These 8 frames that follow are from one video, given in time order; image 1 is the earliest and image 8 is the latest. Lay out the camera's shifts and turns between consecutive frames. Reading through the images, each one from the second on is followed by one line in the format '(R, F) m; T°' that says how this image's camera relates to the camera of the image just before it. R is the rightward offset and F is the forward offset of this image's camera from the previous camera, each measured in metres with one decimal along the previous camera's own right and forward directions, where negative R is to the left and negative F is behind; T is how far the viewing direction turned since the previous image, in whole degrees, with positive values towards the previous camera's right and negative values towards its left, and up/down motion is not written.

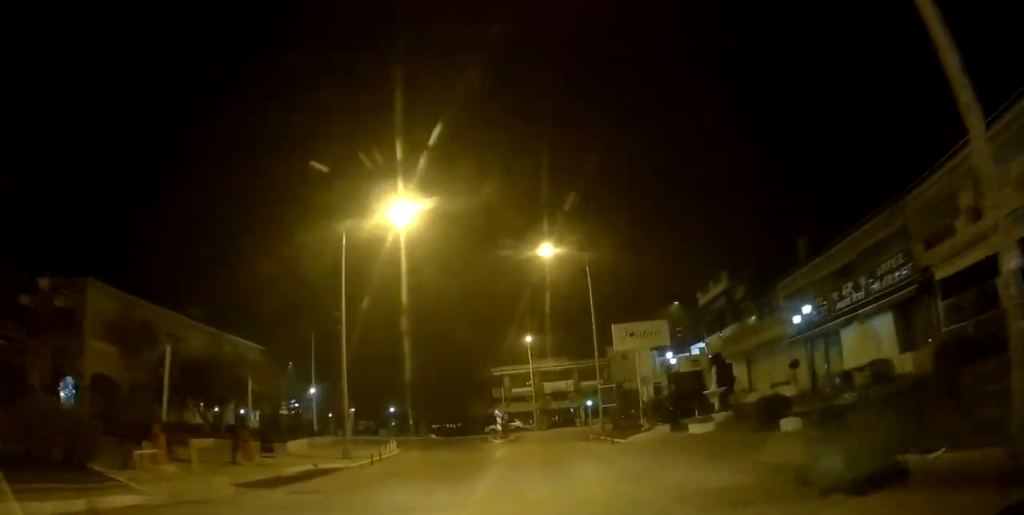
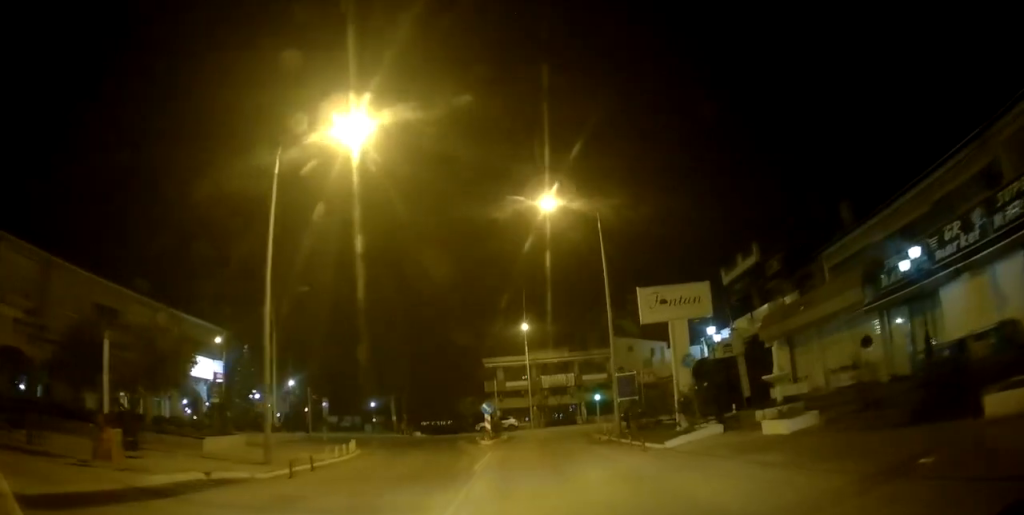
(0.0, +6.7) m; -1°
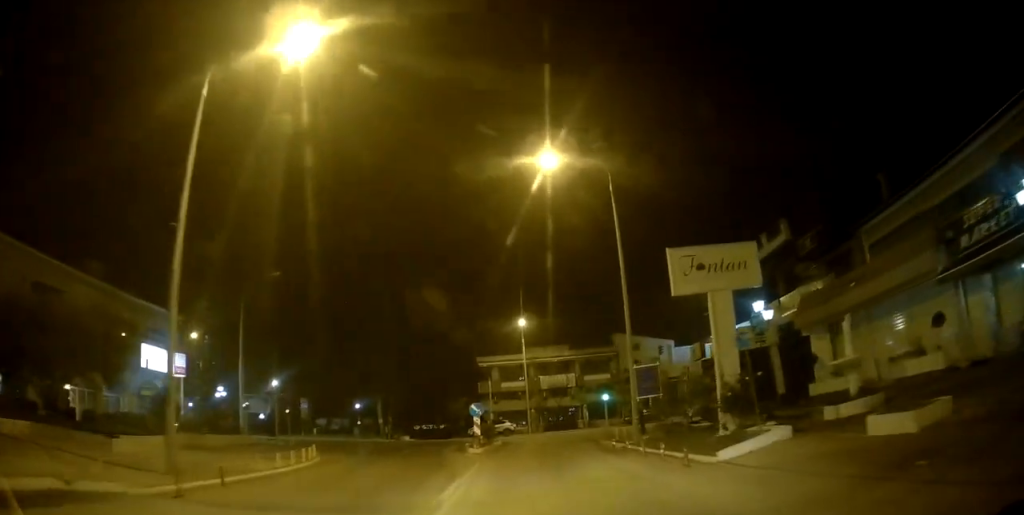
(+0.1, +4.5) m; -2°
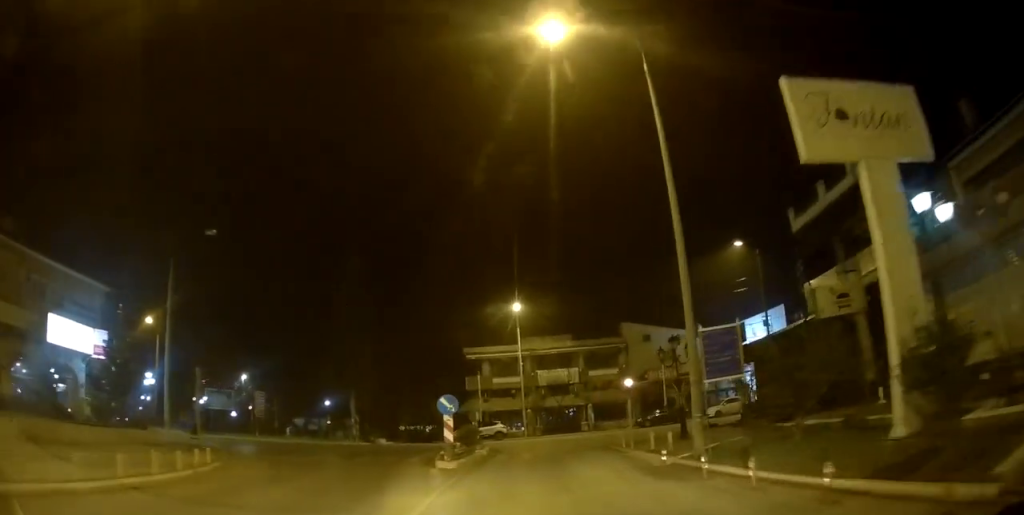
(-0.4, +7.1) m; -4°
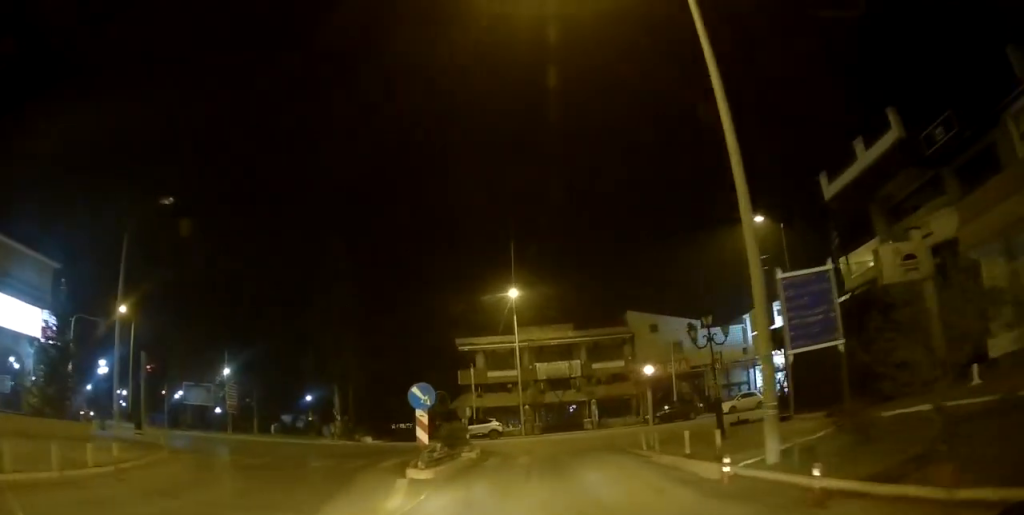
(-0.1, +3.5) m; -2°
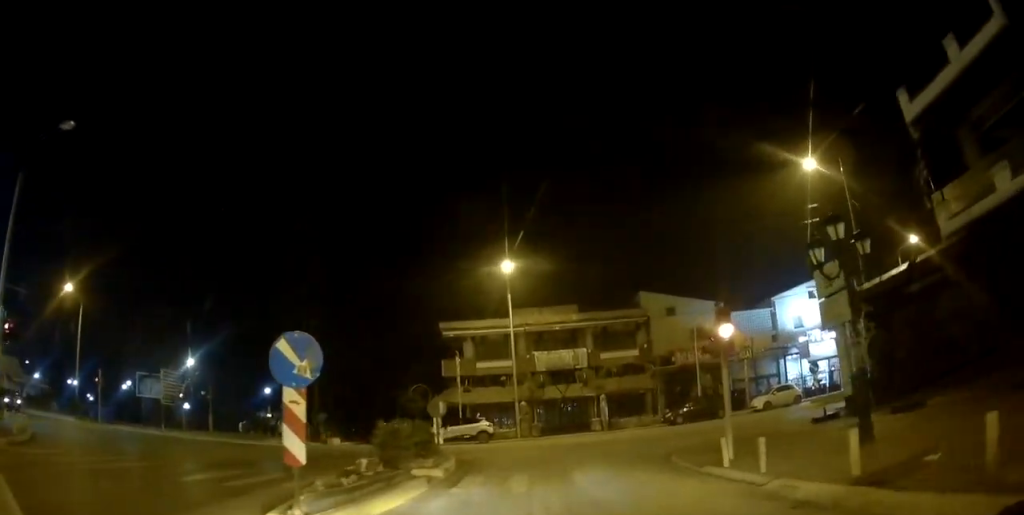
(-0.2, +7.0) m; 0°
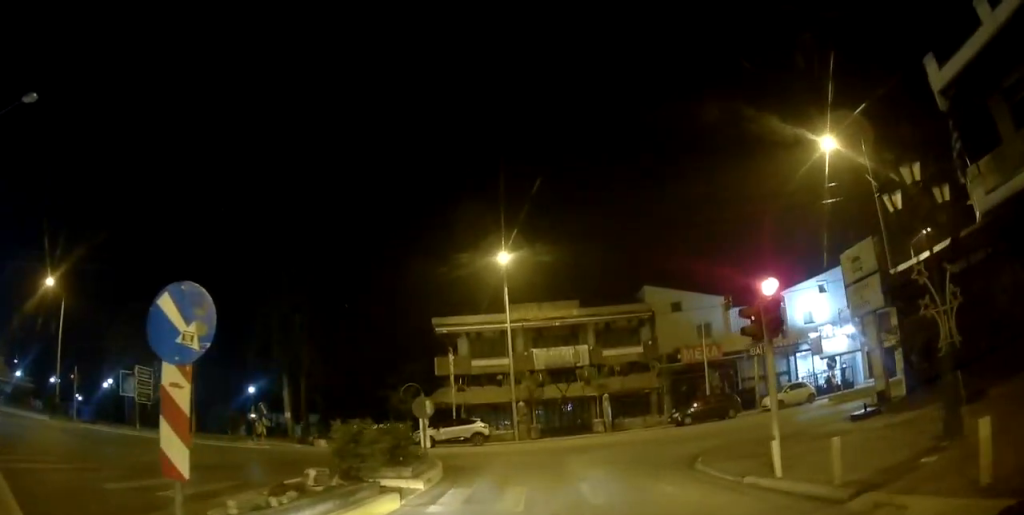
(+0.1, +2.2) m; +1°
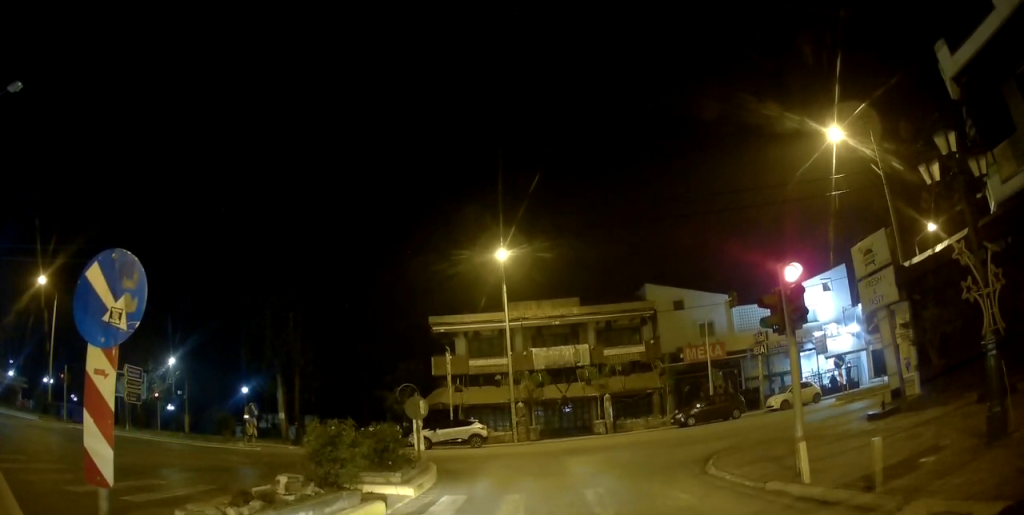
(0.0, +0.6) m; 0°
